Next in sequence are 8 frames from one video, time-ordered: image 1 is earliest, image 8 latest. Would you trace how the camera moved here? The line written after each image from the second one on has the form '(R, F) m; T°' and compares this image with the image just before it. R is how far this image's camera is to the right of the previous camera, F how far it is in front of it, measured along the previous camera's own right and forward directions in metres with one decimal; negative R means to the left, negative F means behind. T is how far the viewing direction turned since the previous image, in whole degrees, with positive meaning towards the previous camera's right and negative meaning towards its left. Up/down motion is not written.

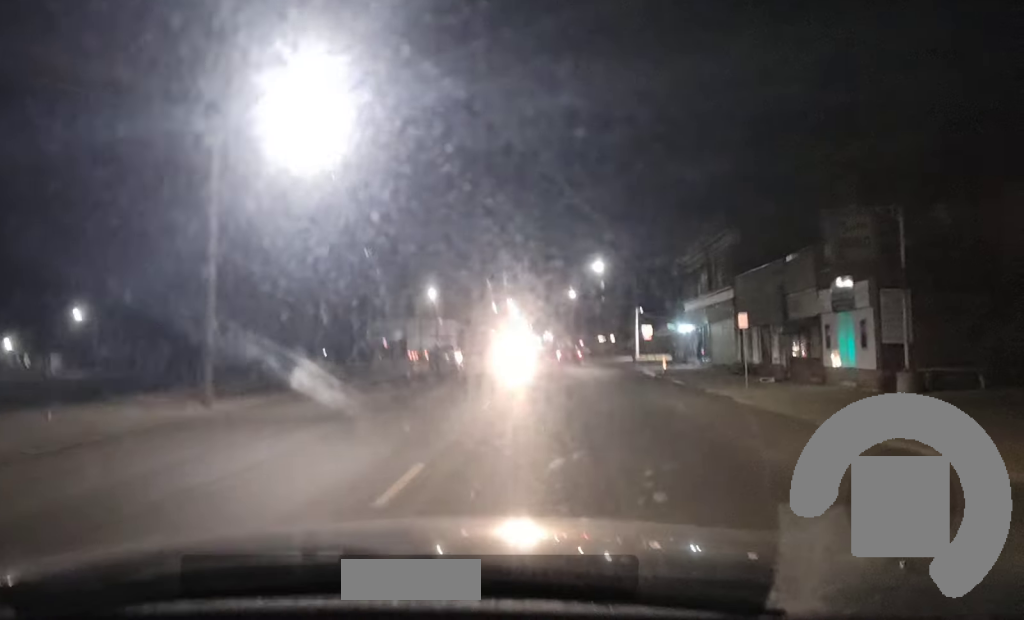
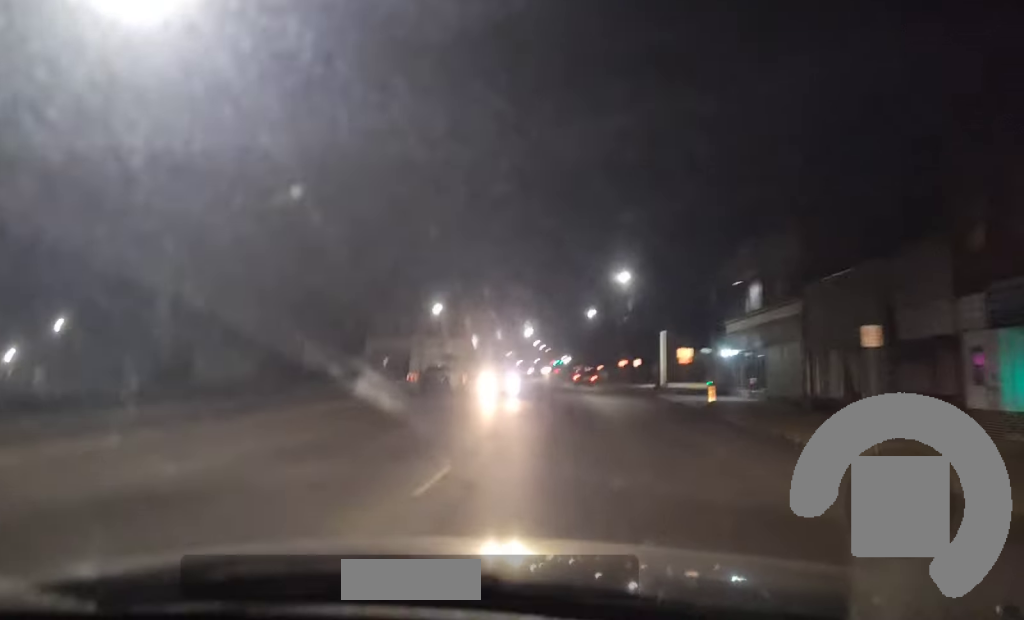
(+0.4, +10.7) m; 0°
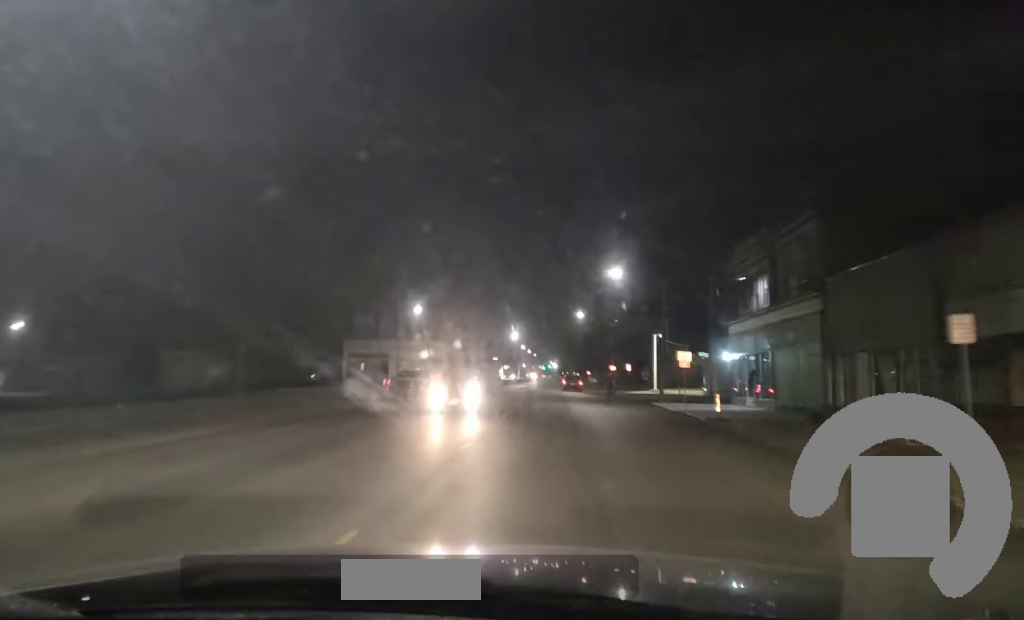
(-0.1, +4.8) m; -2°
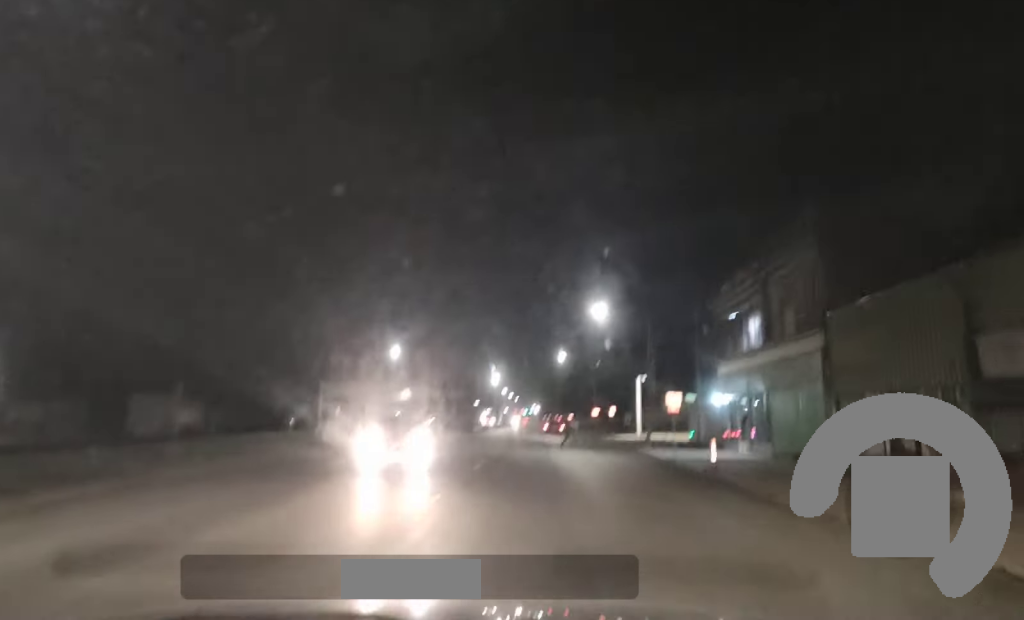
(-0.1, +3.4) m; -1°
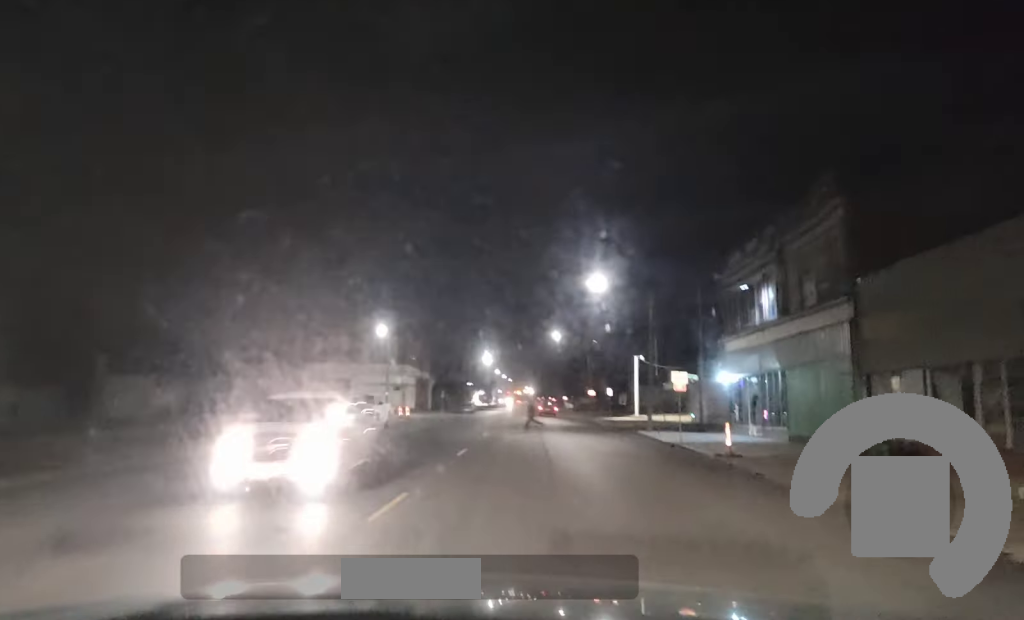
(-0.1, +3.5) m; 0°
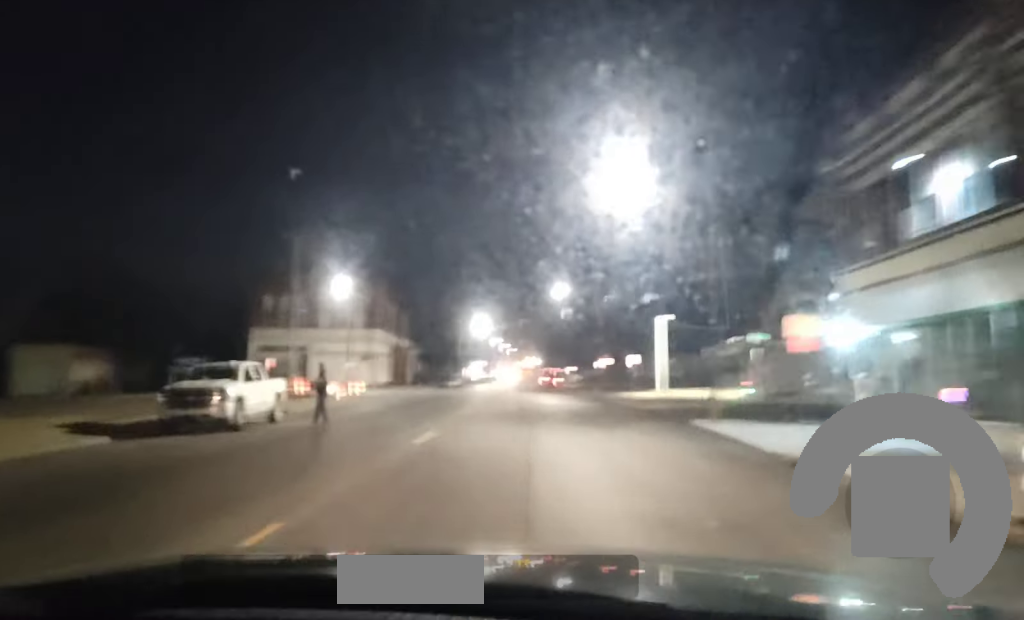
(+0.6, +18.2) m; +2°
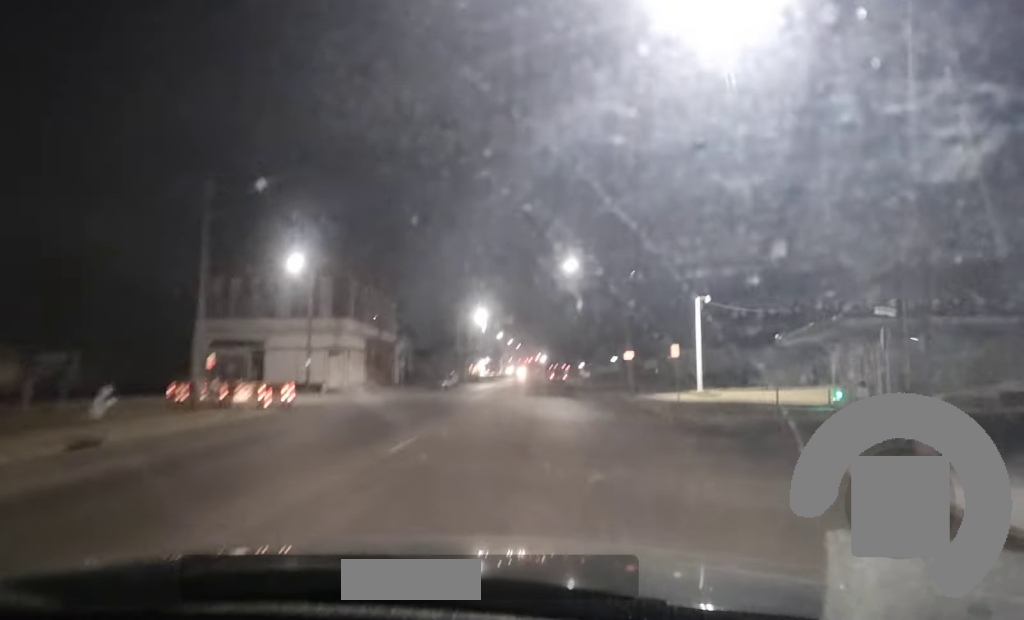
(-0.5, +15.6) m; -2°
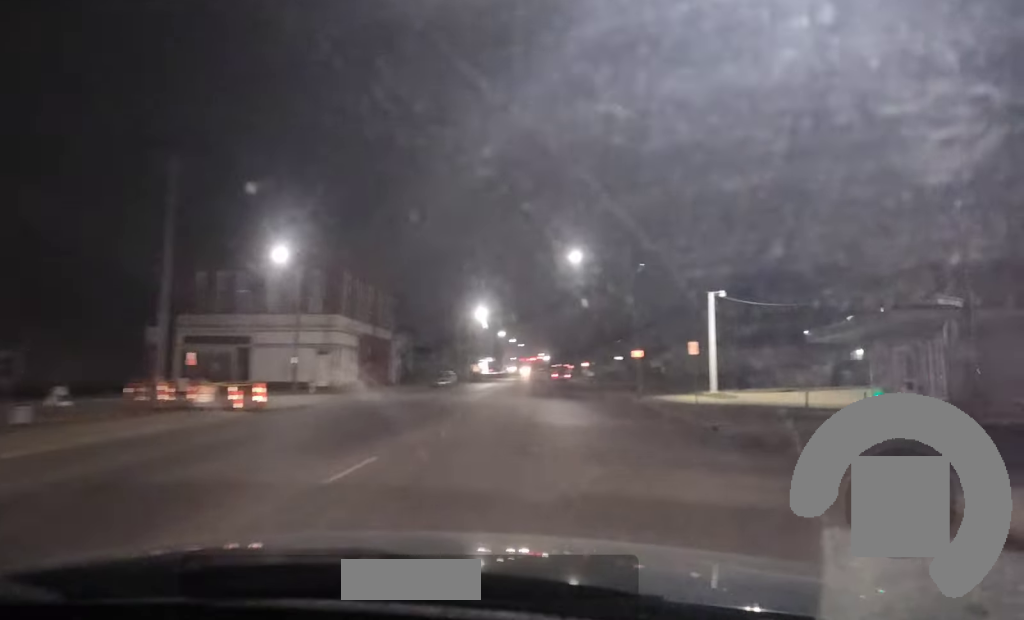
(0.0, +4.2) m; 0°
